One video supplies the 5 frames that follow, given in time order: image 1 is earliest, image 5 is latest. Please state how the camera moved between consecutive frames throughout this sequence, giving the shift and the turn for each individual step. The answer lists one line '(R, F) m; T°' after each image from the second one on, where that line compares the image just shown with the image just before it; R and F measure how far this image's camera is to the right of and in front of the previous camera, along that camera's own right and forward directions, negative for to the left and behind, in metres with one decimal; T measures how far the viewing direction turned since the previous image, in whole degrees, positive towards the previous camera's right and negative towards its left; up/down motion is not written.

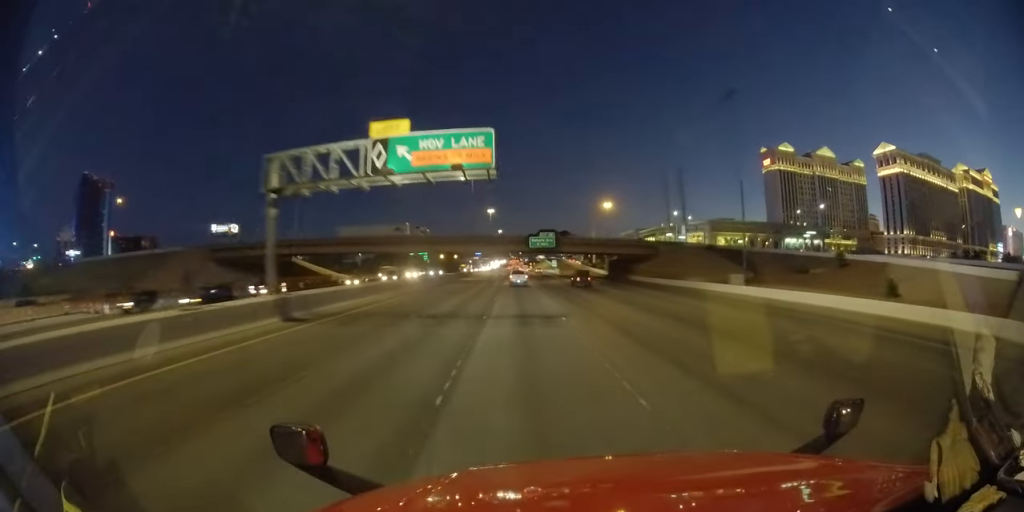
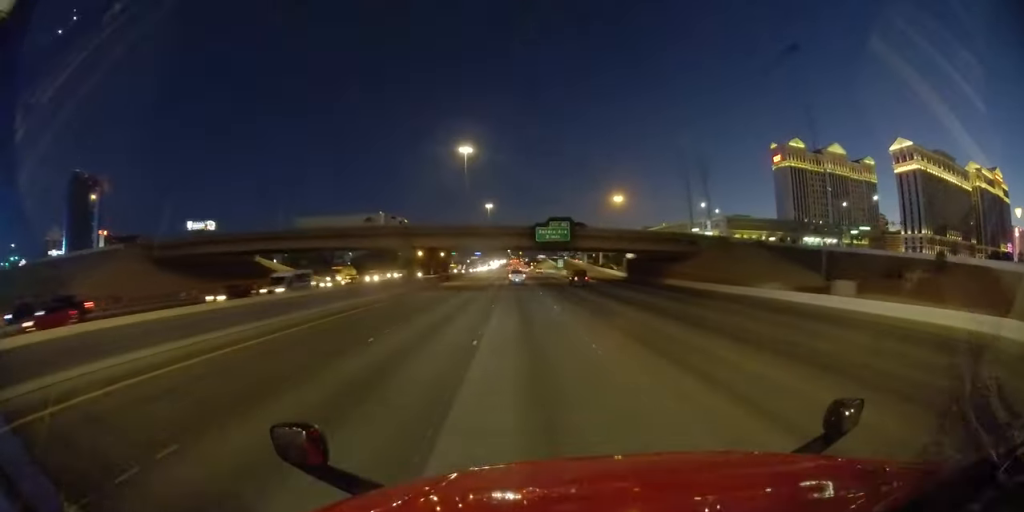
(0.0, +19.0) m; 0°
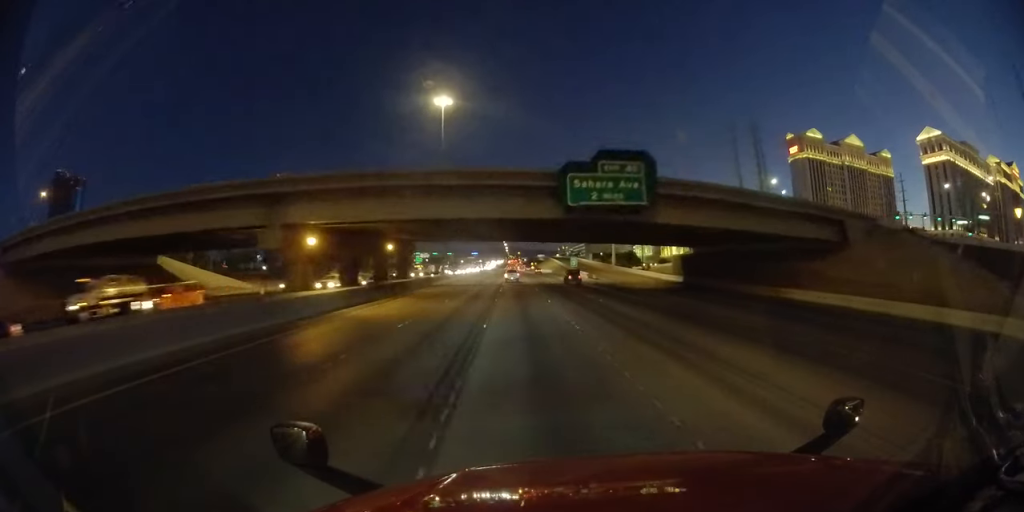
(0.0, +33.3) m; 0°
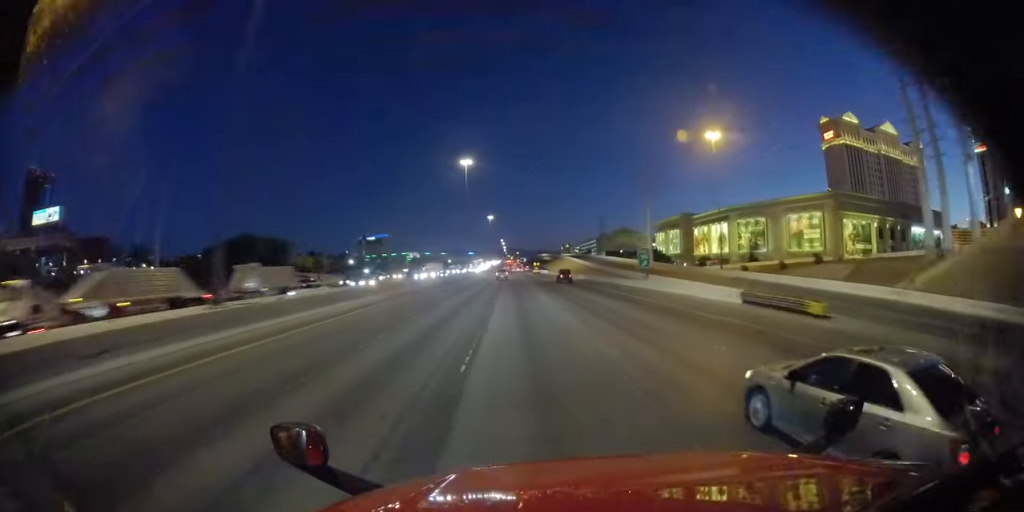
(-0.1, +55.9) m; -1°
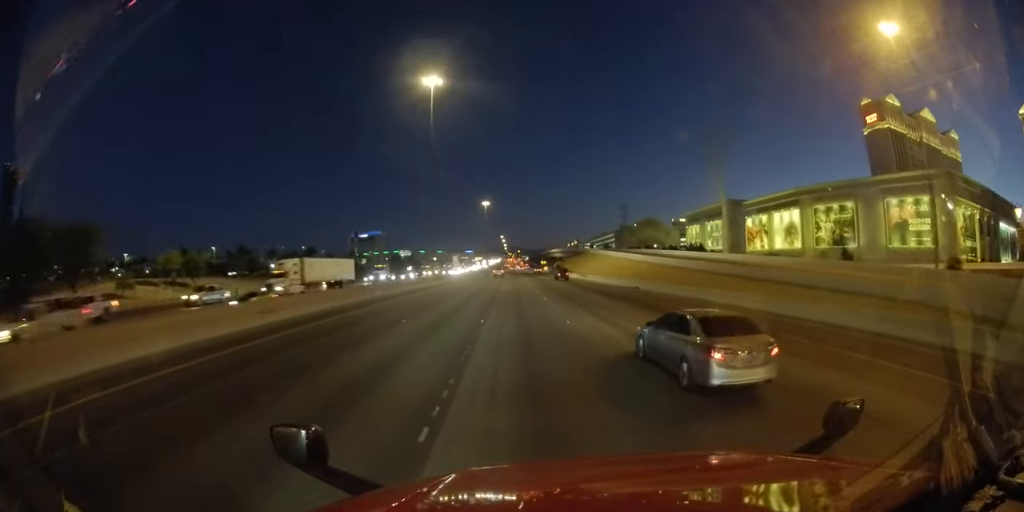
(+0.8, +52.9) m; +3°
